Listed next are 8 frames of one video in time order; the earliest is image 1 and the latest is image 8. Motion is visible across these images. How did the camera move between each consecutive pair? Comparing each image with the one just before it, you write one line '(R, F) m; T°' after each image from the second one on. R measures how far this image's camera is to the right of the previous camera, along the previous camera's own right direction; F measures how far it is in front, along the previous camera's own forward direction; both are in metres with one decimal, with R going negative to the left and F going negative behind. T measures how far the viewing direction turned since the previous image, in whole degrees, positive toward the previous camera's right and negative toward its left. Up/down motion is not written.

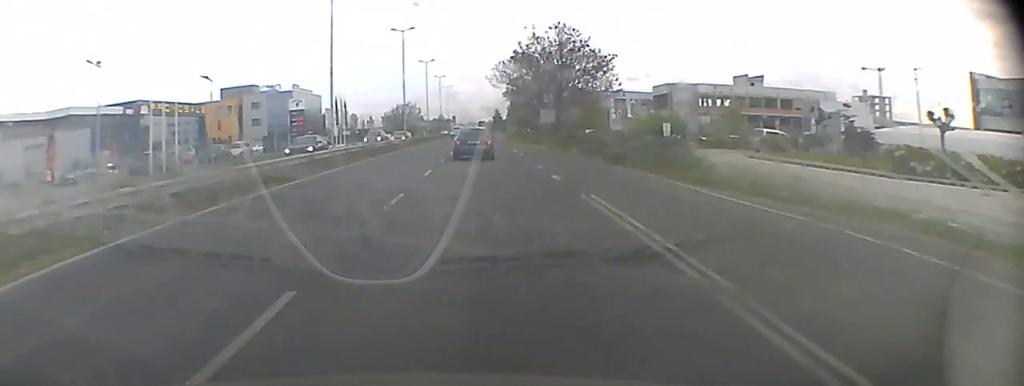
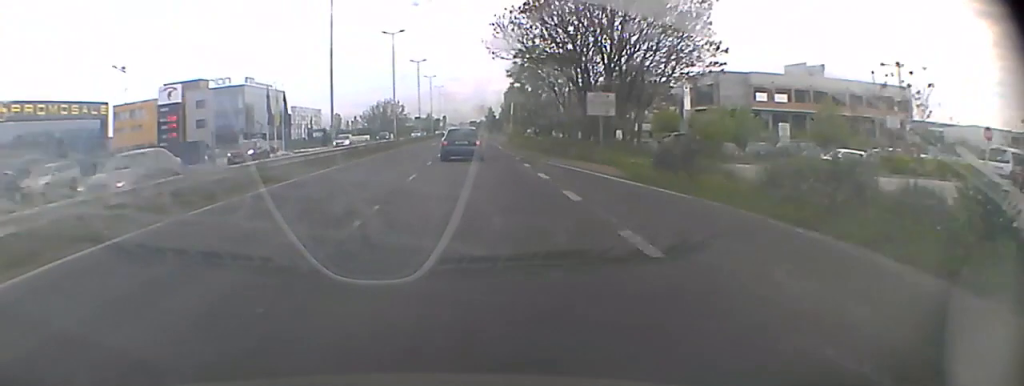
(0.0, +30.9) m; 0°
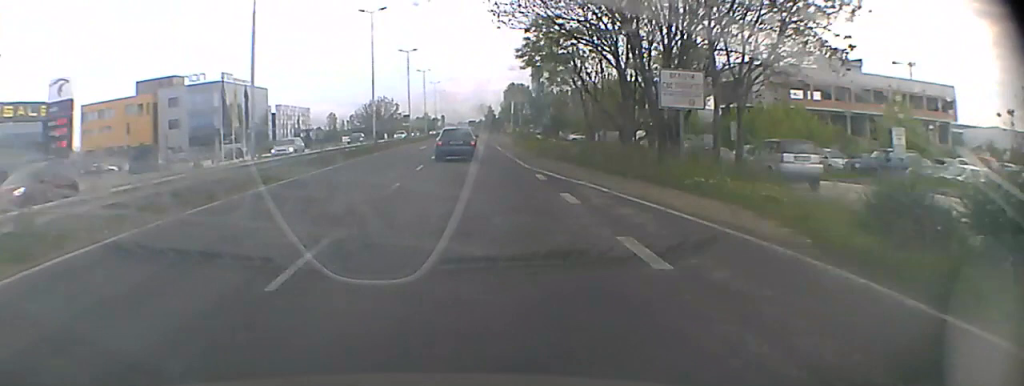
(0.0, +12.5) m; 0°
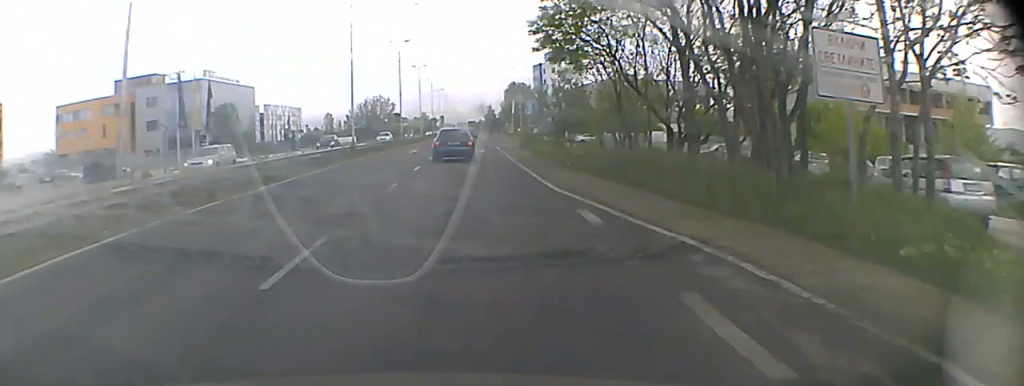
(0.0, +8.8) m; 0°
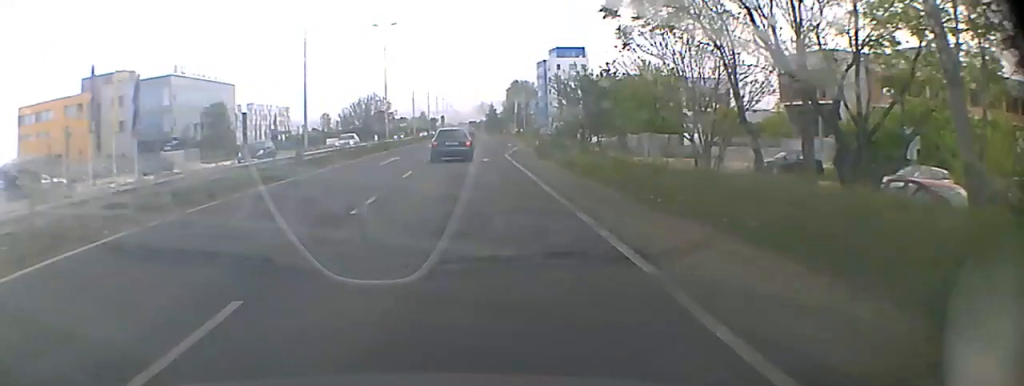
(0.0, +12.3) m; 0°
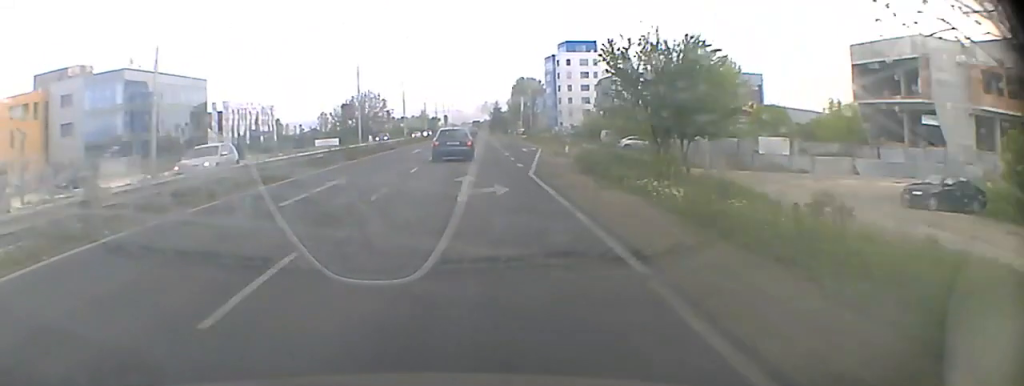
(0.0, +15.5) m; 0°
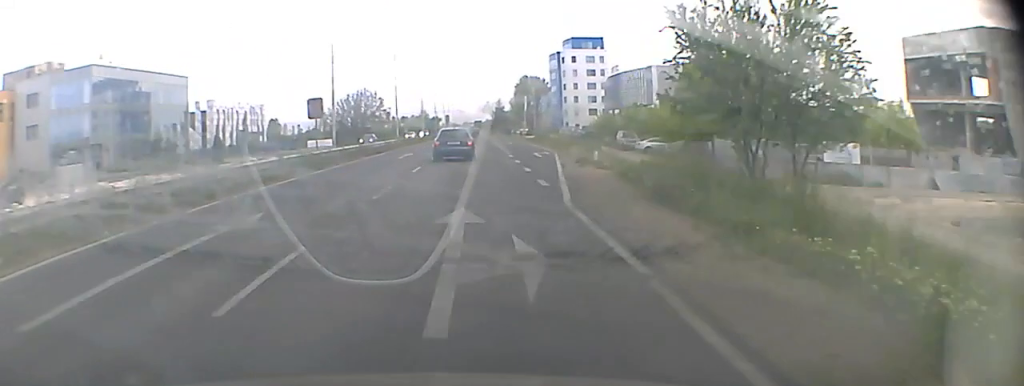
(0.0, +8.5) m; 0°
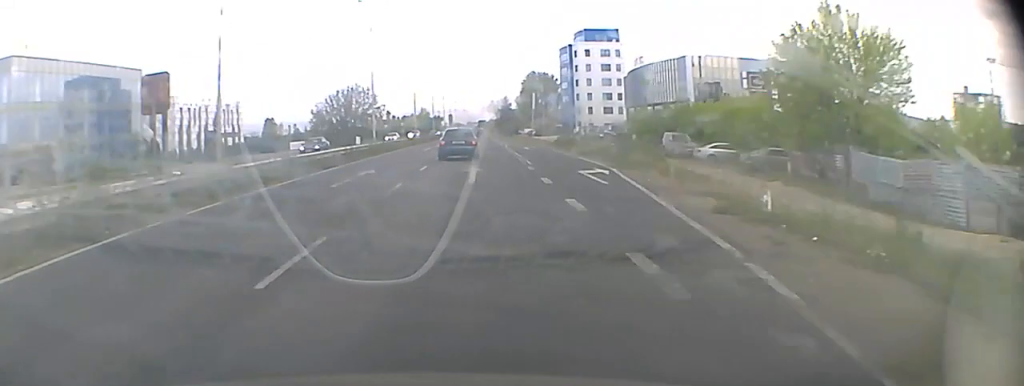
(0.0, +16.9) m; 0°
